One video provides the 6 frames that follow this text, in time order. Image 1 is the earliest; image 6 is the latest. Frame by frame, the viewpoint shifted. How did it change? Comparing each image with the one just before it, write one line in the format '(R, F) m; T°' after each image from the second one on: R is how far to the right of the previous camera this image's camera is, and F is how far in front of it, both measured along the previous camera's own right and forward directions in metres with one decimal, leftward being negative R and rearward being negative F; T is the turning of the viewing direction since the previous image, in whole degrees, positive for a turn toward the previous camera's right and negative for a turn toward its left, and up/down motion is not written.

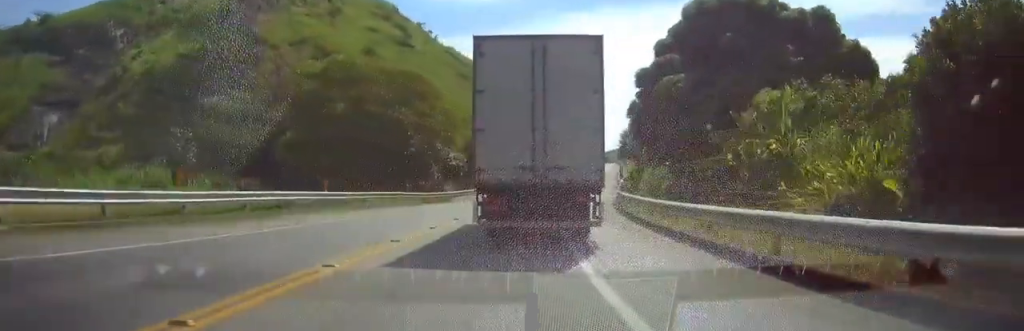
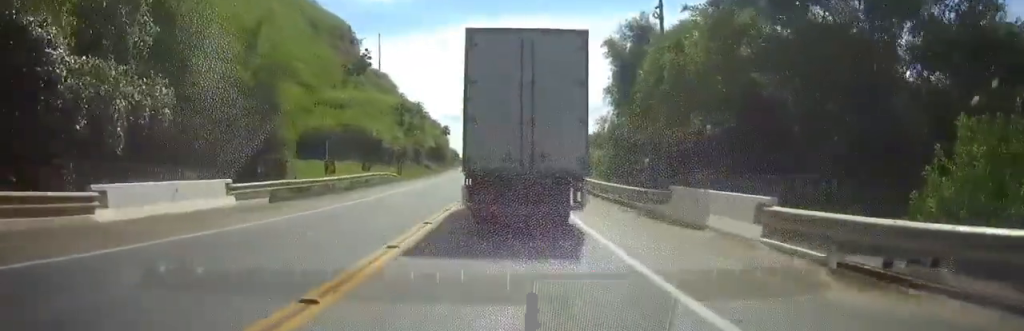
(0.0, +47.0) m; 0°
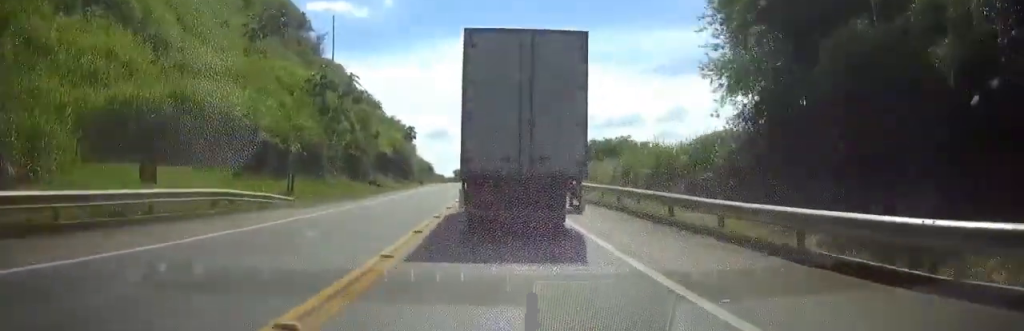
(0.0, +24.4) m; 0°
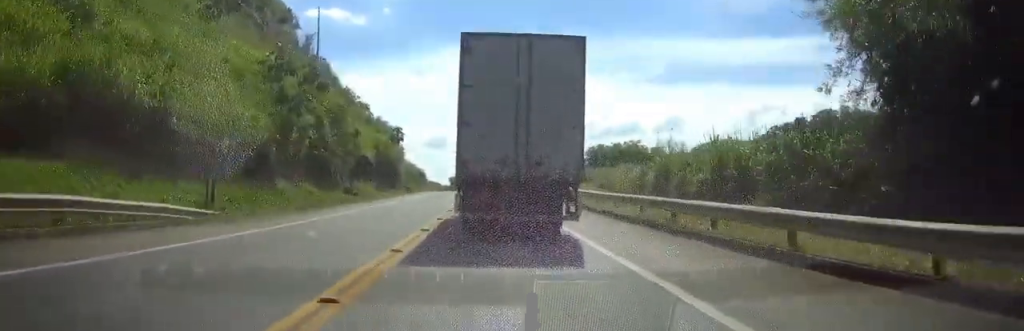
(0.0, +7.6) m; +3°
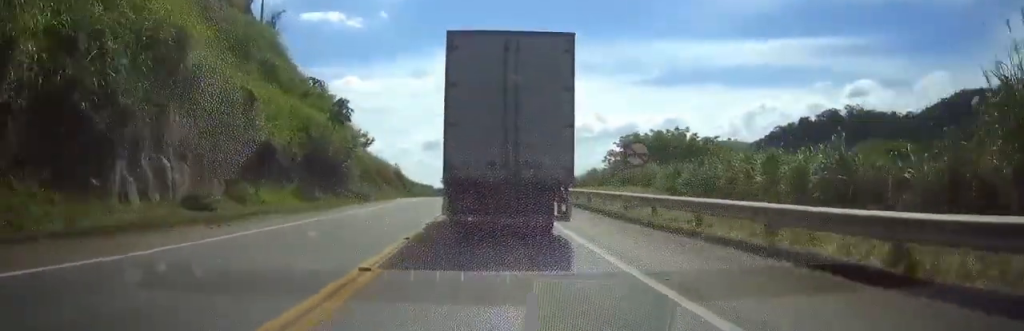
(+1.5, +21.6) m; +7°
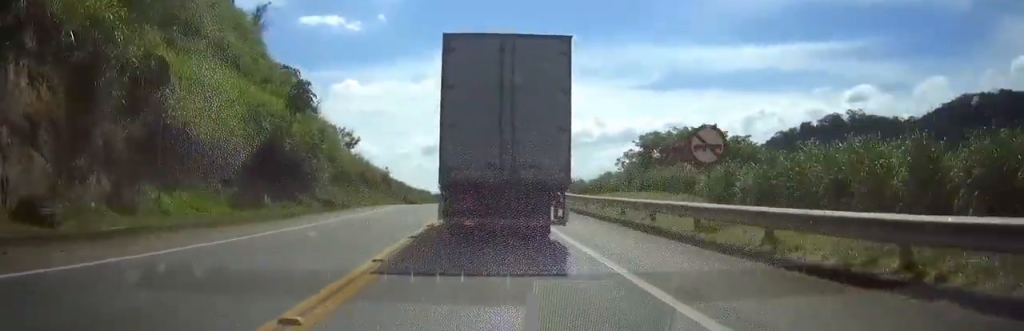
(+0.3, +8.2) m; +2°
